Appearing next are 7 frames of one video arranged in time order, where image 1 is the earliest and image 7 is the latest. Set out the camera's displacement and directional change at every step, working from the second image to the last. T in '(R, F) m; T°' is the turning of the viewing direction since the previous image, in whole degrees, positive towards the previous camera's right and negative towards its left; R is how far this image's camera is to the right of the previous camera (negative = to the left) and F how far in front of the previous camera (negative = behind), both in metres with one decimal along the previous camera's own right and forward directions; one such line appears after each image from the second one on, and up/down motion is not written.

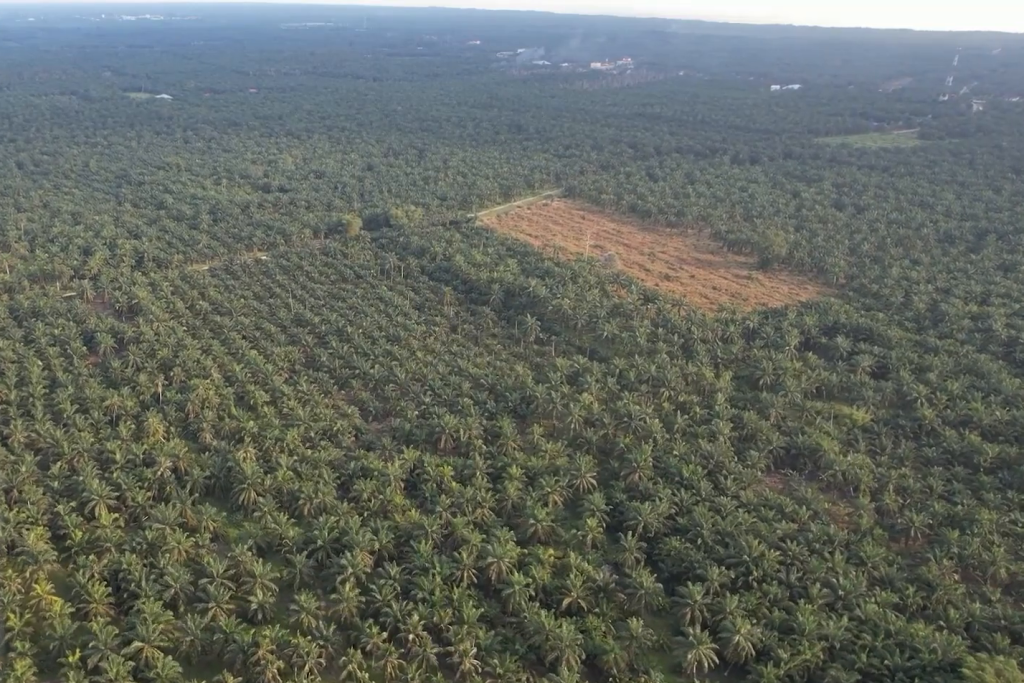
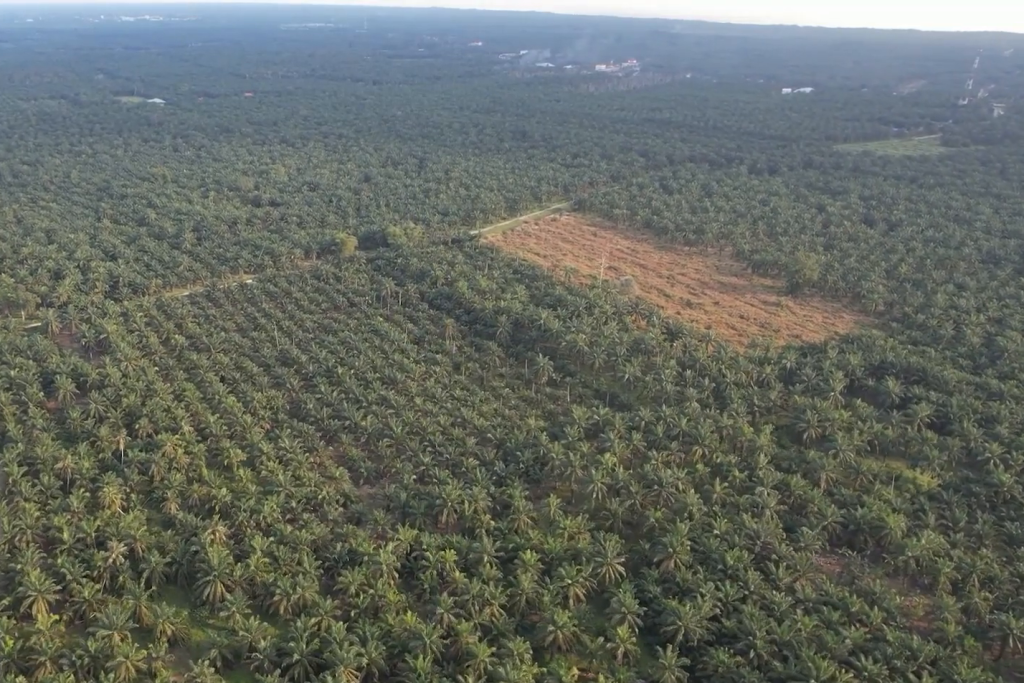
(0.0, +39.9) m; 0°
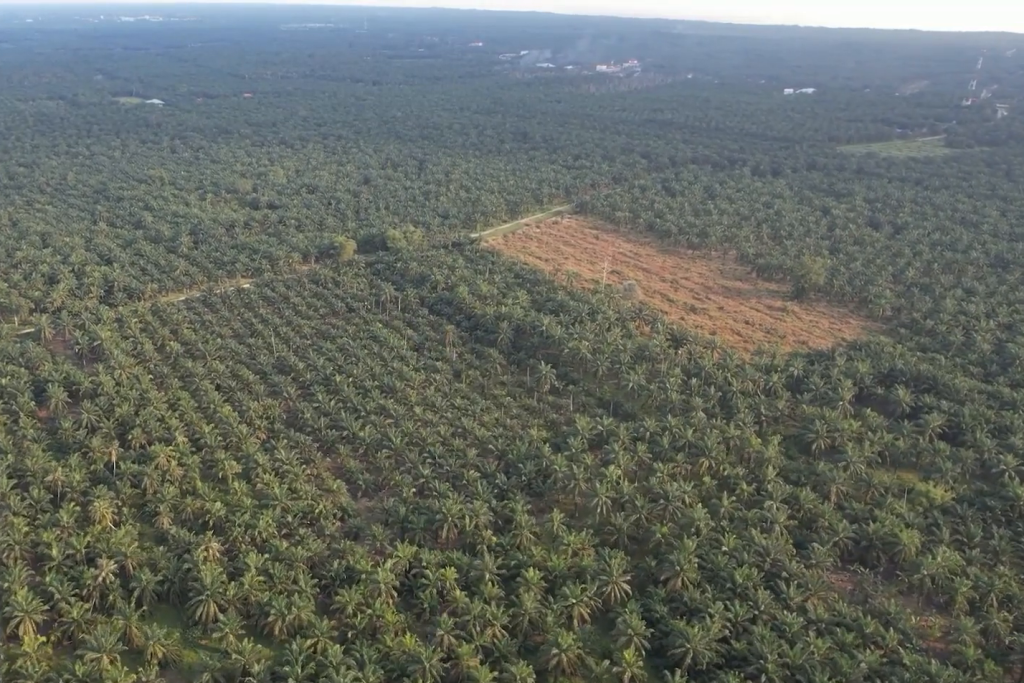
(0.0, +7.0) m; 0°
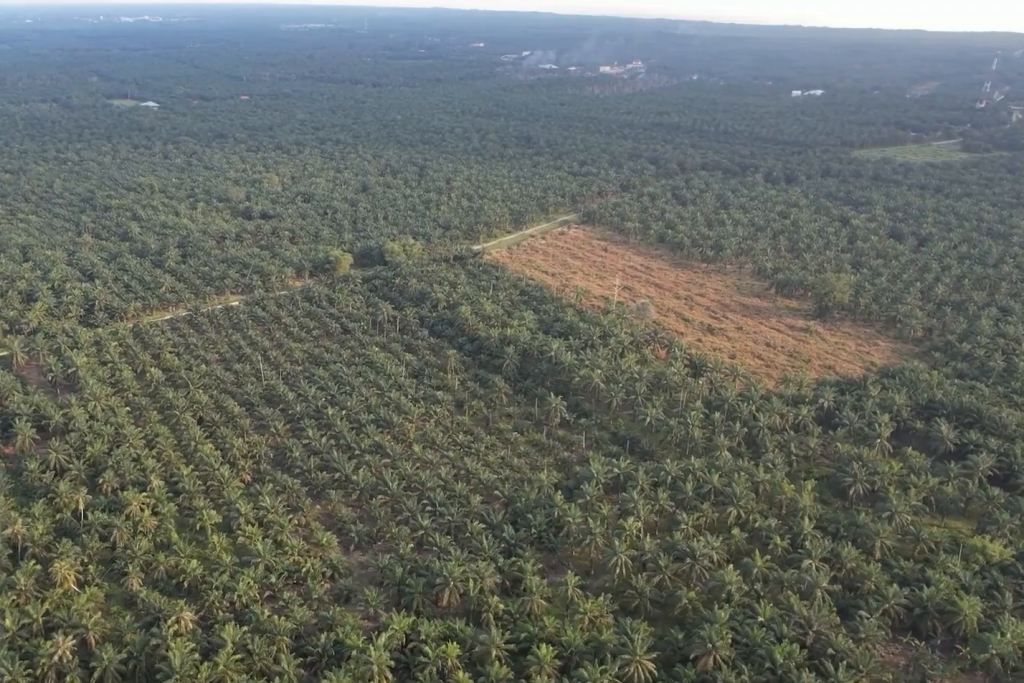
(0.0, +26.3) m; 0°
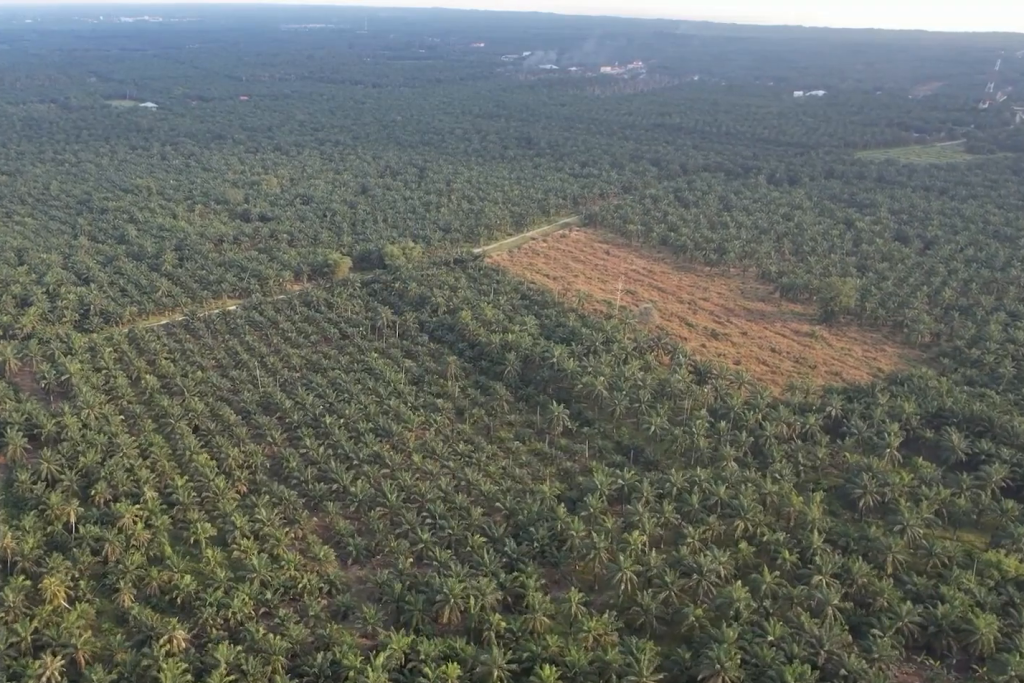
(0.0, +5.8) m; 0°
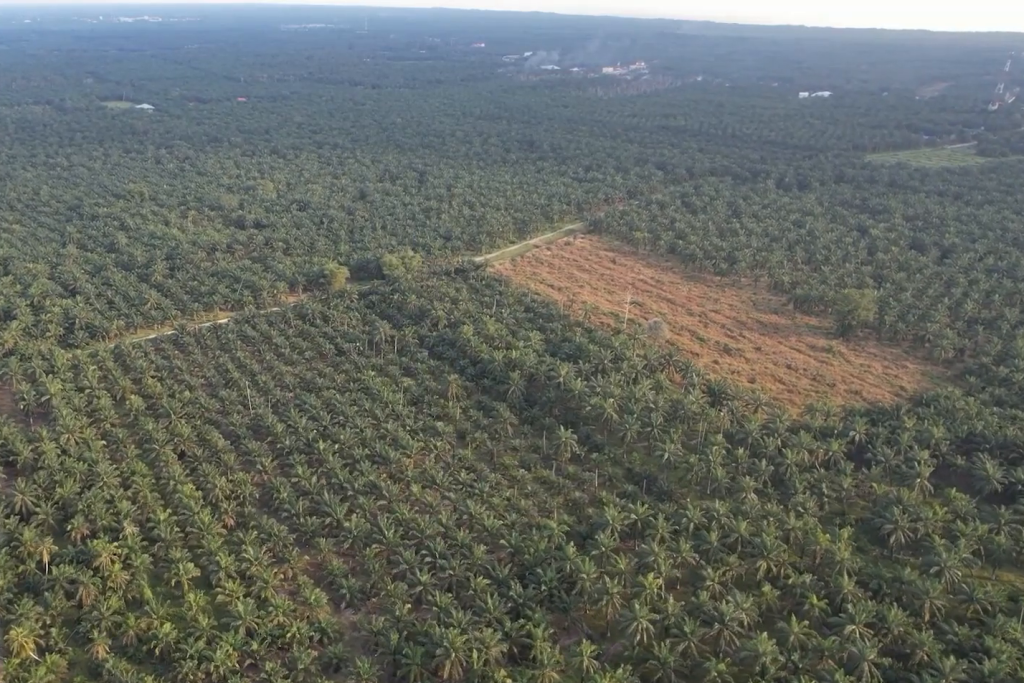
(0.0, +17.5) m; 0°
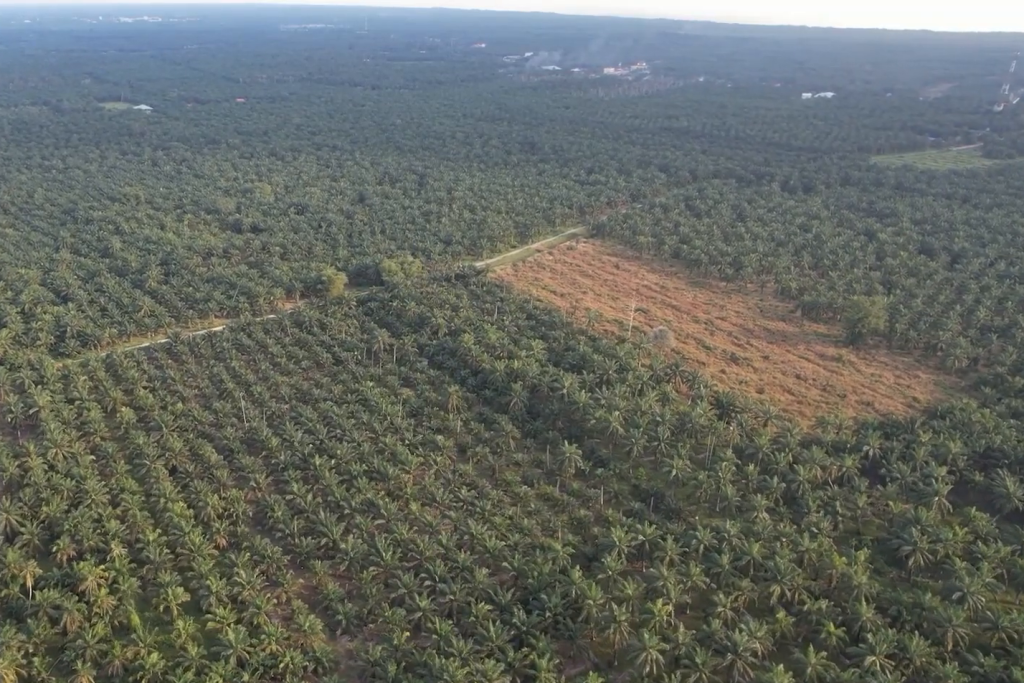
(0.0, +9.3) m; 0°
